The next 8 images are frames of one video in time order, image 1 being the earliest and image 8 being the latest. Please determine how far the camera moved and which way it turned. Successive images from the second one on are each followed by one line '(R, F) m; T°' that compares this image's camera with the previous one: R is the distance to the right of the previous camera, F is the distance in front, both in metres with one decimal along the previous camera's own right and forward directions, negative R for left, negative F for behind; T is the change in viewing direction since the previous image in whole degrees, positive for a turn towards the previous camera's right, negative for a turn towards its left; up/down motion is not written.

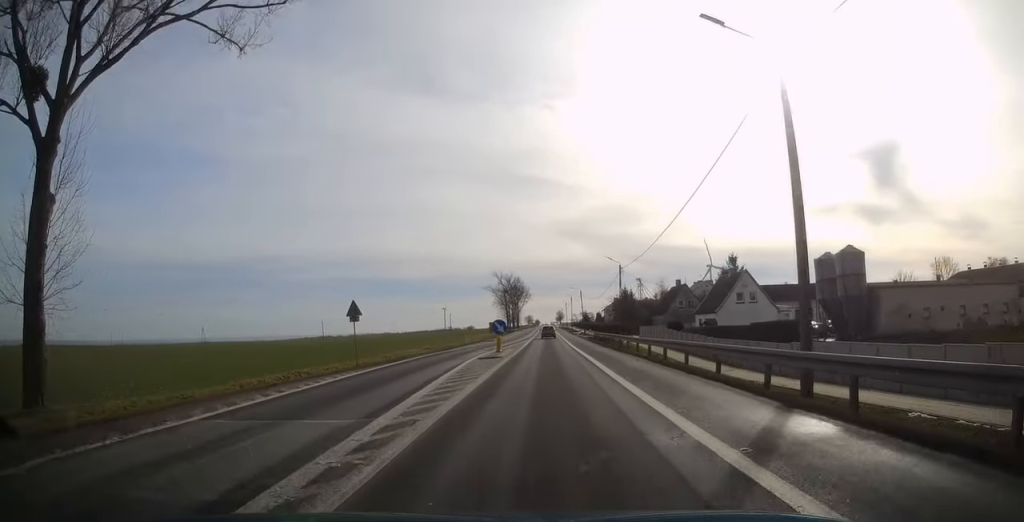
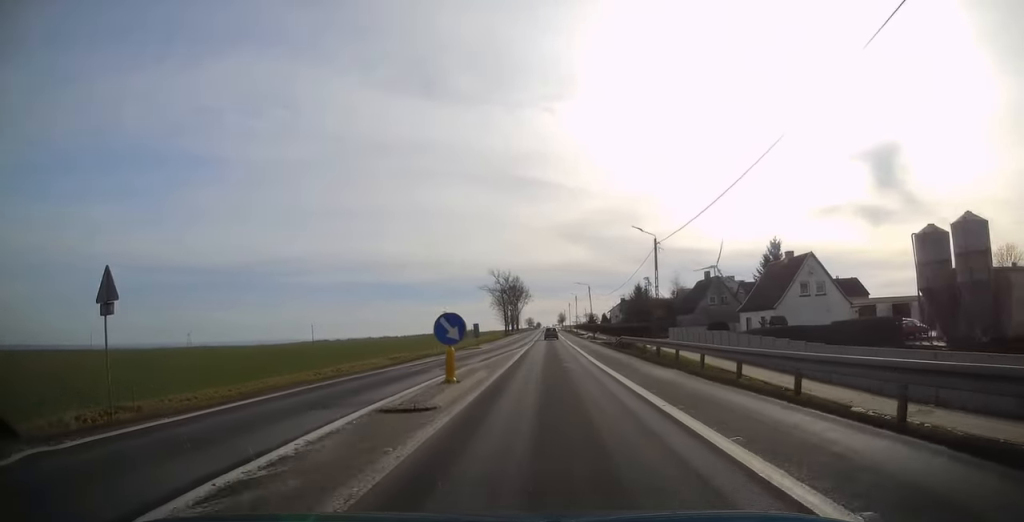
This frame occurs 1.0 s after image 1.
(0.0, +17.4) m; 0°
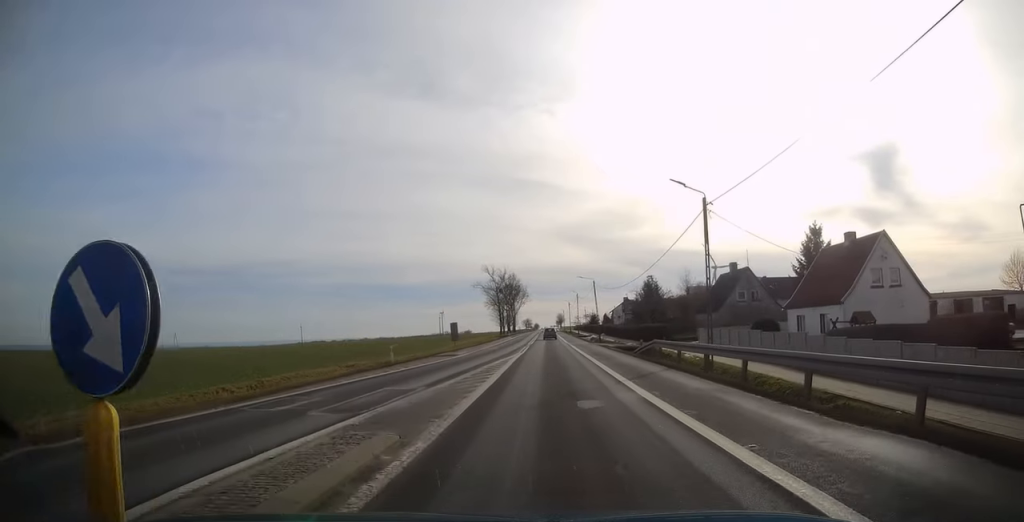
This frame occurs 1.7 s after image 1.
(0.0, +12.4) m; 0°
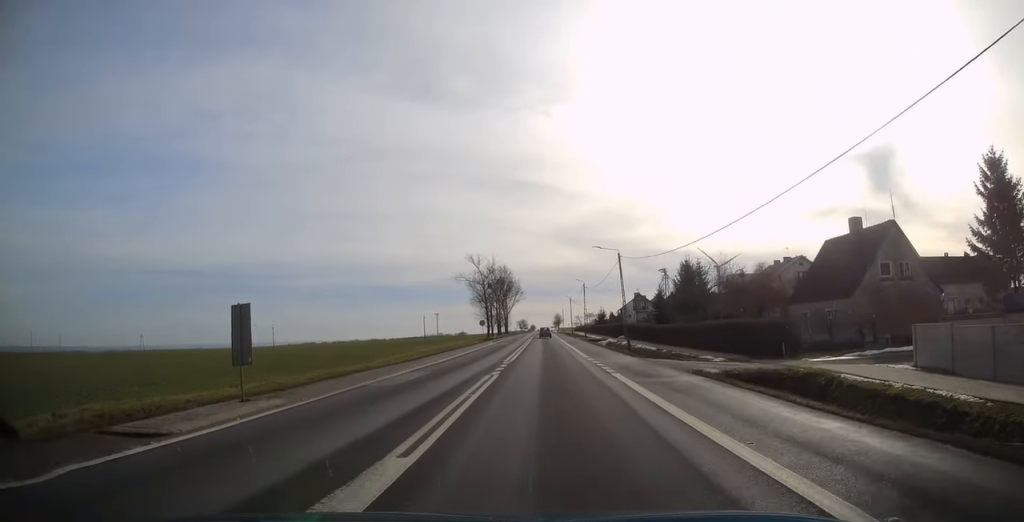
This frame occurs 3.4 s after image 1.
(0.0, +29.6) m; 0°
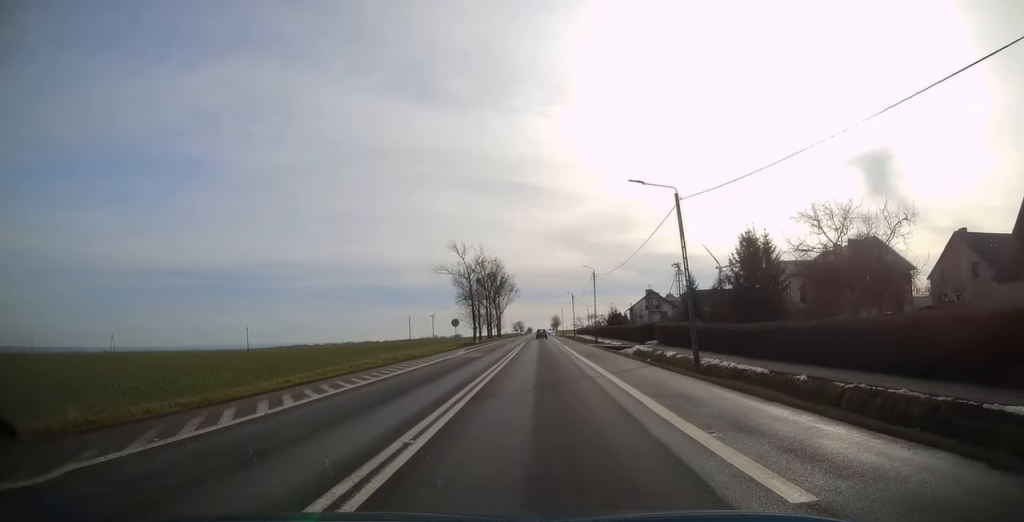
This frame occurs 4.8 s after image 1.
(+0.1, +23.2) m; +1°
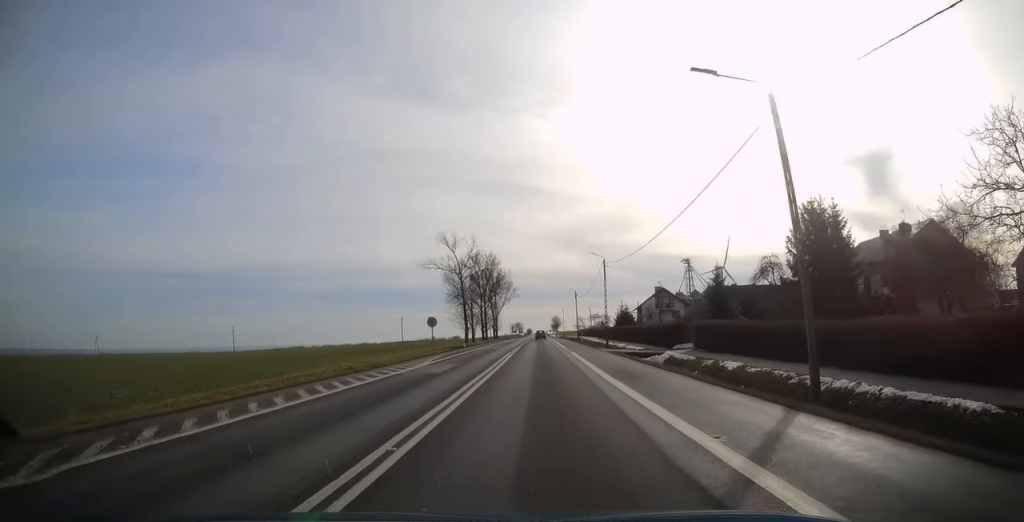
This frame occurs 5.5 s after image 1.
(0.0, +12.4) m; 0°
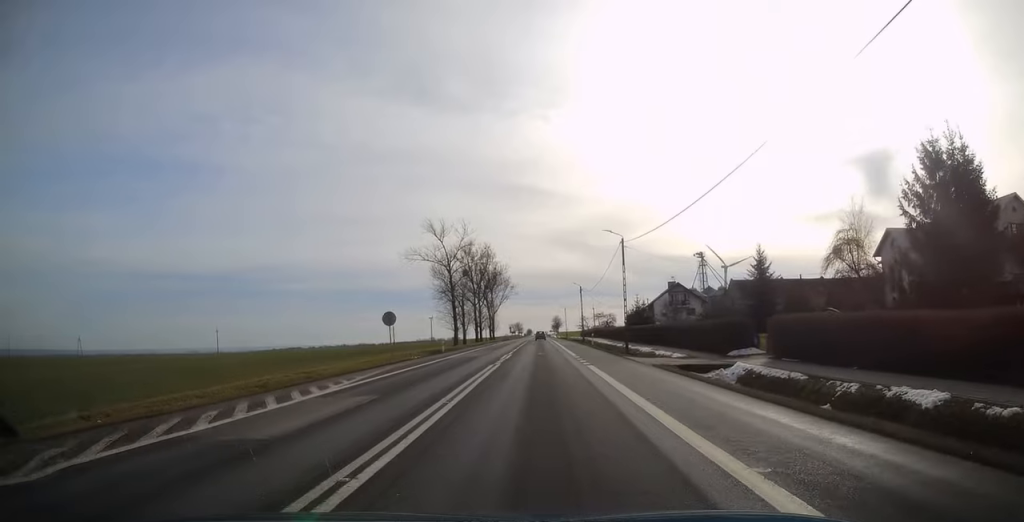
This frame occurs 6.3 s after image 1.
(0.0, +13.5) m; 0°
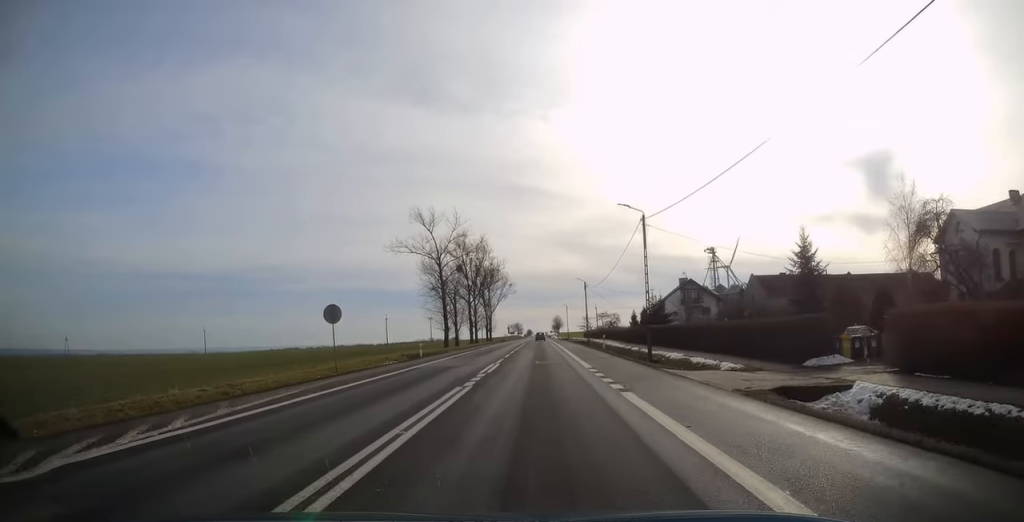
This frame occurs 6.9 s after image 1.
(+0.1, +9.5) m; 0°
